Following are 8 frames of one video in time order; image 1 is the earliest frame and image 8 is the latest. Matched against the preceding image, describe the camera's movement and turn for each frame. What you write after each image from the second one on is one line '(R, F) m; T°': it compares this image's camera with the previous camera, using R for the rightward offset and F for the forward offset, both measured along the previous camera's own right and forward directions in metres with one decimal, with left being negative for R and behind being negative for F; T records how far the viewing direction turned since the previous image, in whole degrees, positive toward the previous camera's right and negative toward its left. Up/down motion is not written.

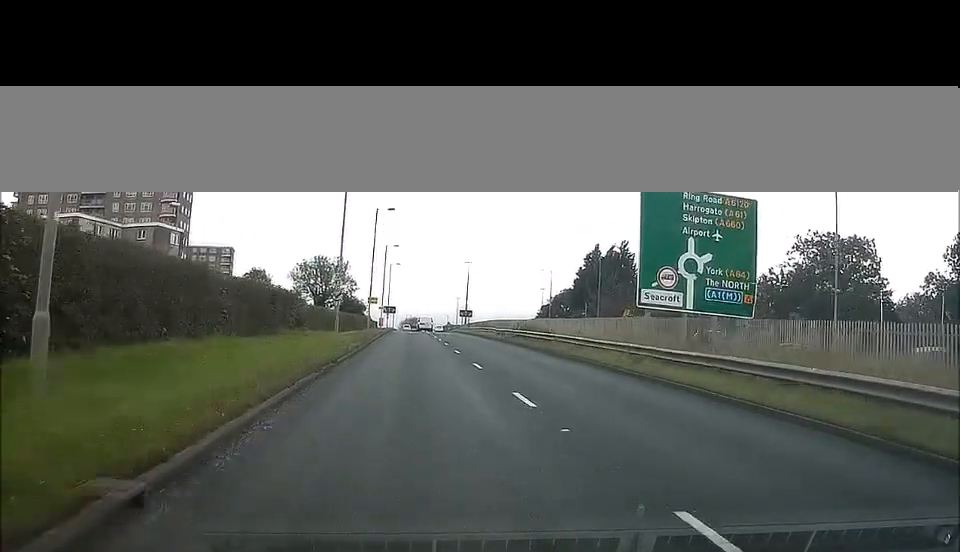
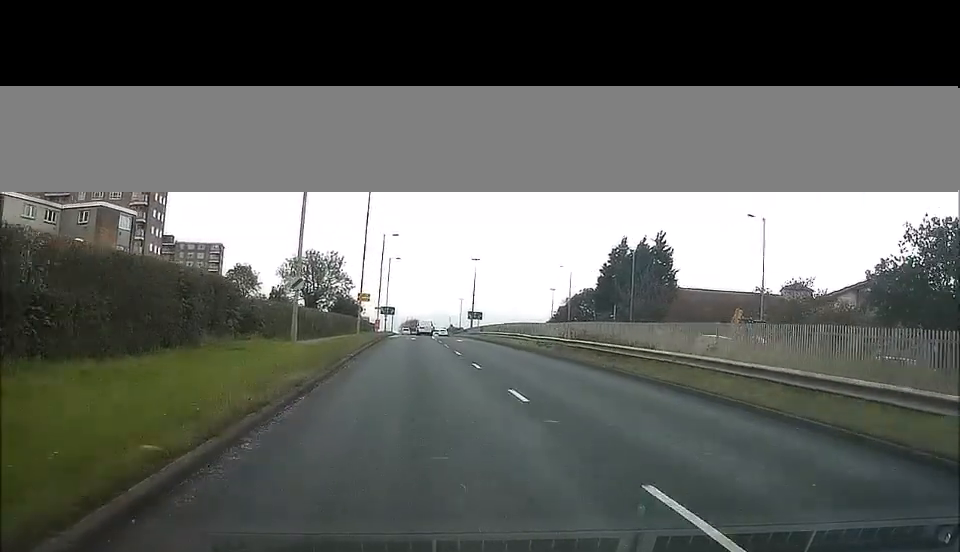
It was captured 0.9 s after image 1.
(+0.1, +16.8) m; 0°
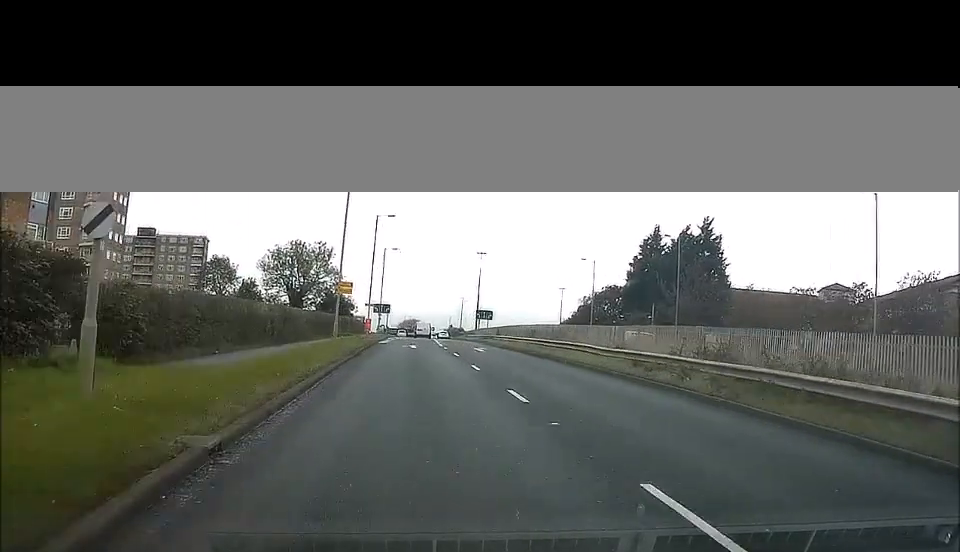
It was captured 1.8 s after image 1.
(0.0, +18.1) m; 0°
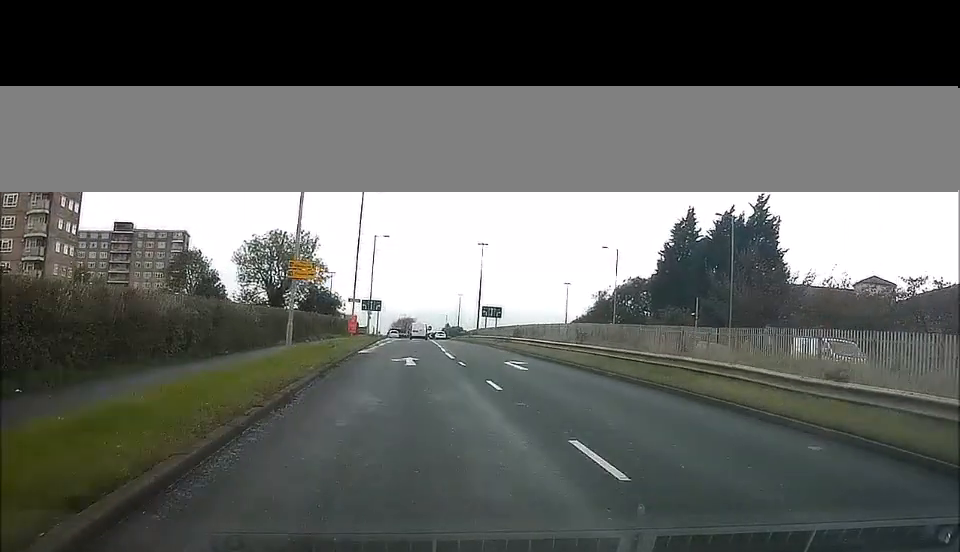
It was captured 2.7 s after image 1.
(0.0, +15.7) m; 0°
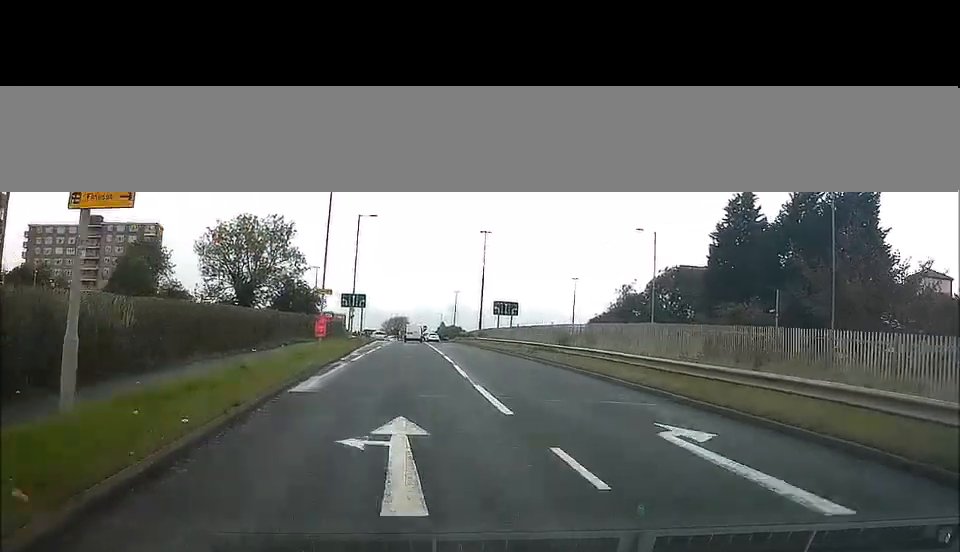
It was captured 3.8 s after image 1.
(0.0, +18.6) m; 0°
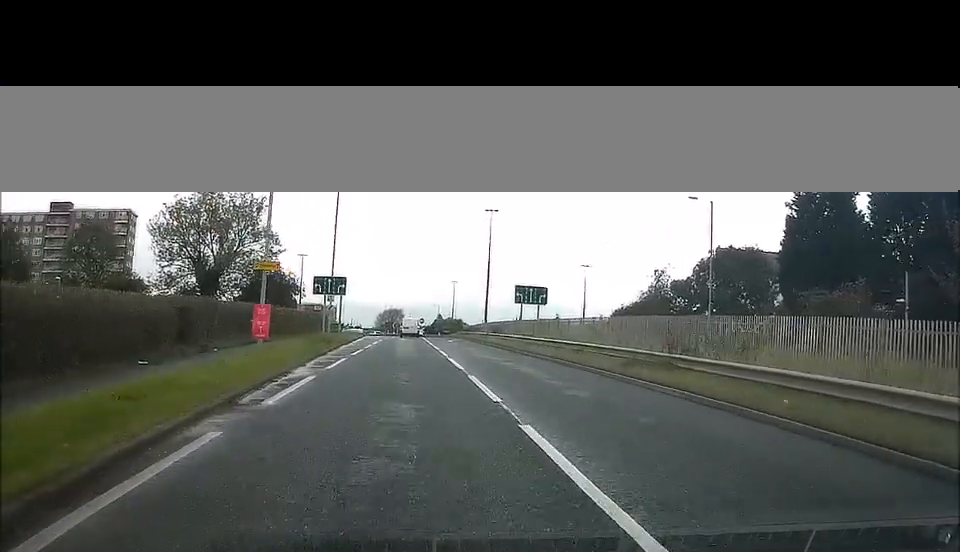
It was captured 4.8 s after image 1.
(+0.1, +17.7) m; 0°
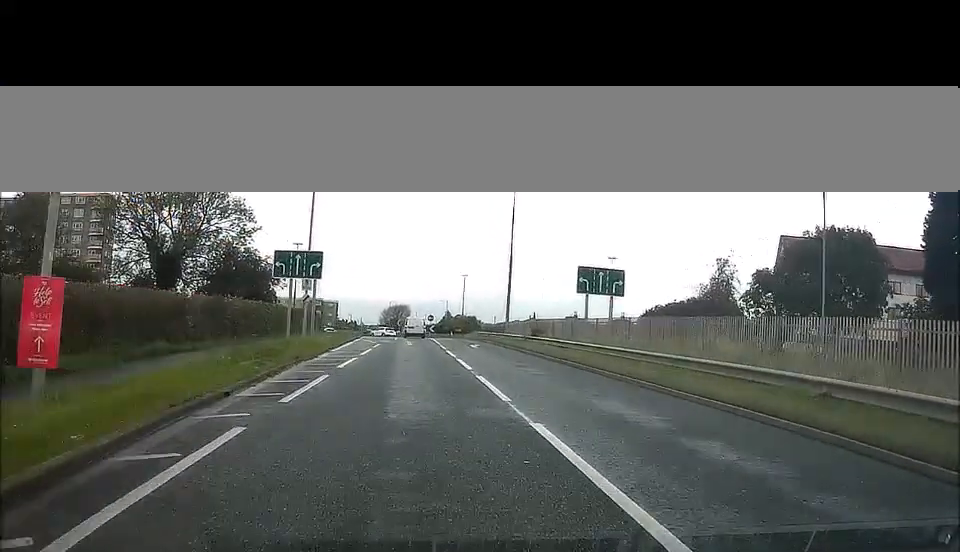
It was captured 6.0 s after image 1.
(-0.1, +17.8) m; 0°
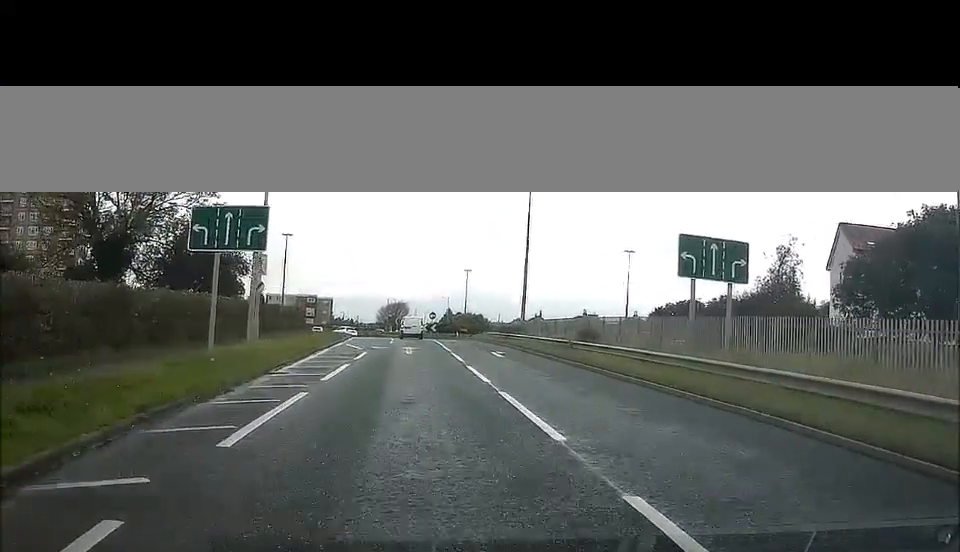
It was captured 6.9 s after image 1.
(+0.1, +13.5) m; +1°
